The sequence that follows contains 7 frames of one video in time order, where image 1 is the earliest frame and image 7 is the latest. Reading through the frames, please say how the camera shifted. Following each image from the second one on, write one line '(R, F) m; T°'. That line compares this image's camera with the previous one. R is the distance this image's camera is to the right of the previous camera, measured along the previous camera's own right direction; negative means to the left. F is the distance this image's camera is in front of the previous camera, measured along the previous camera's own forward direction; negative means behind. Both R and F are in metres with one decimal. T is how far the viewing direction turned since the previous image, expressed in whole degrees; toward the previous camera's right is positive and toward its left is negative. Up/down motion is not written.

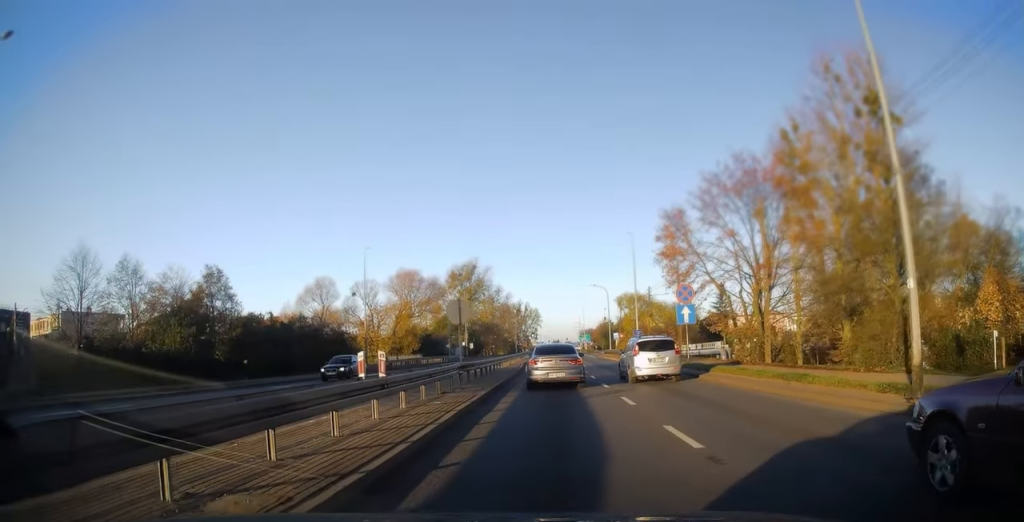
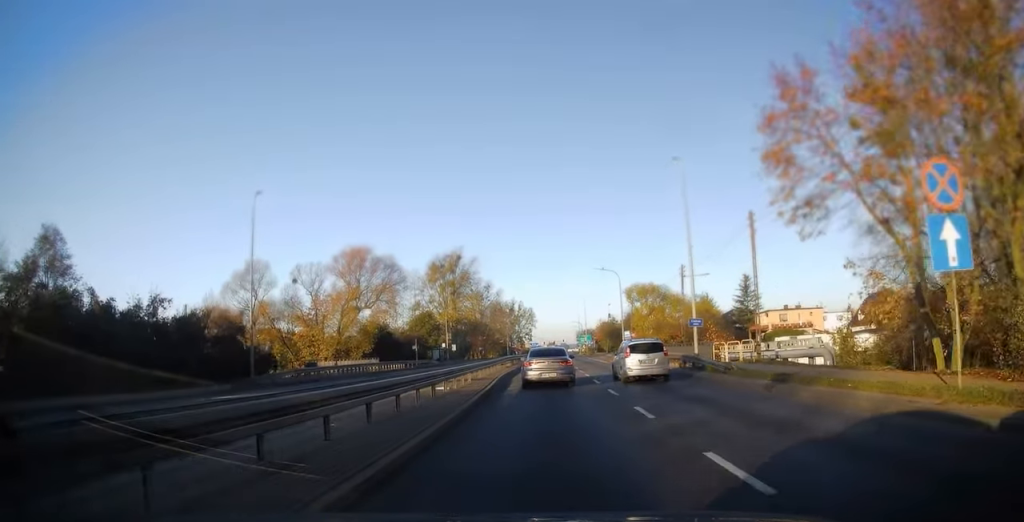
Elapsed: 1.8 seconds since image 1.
(+0.5, +19.6) m; +2°
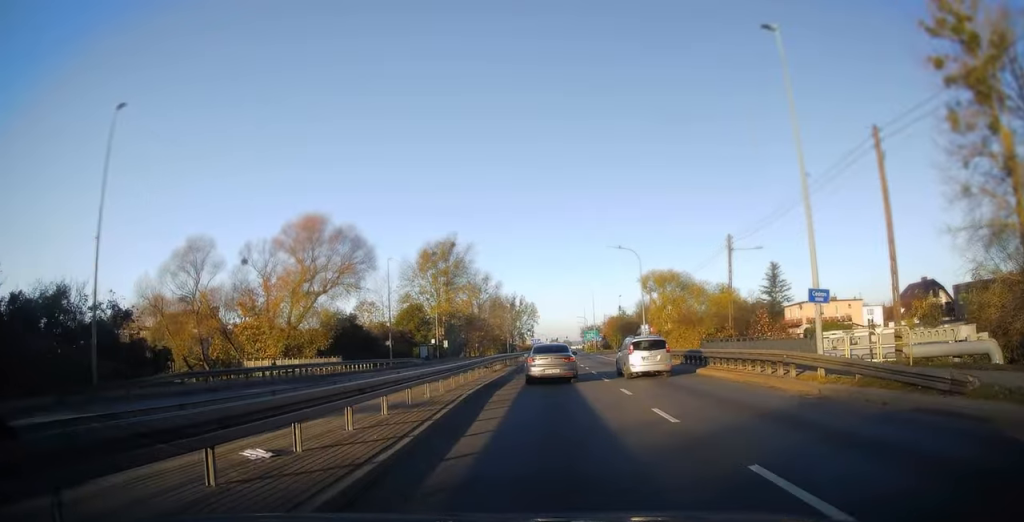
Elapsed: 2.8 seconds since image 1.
(+0.1, +12.6) m; 0°
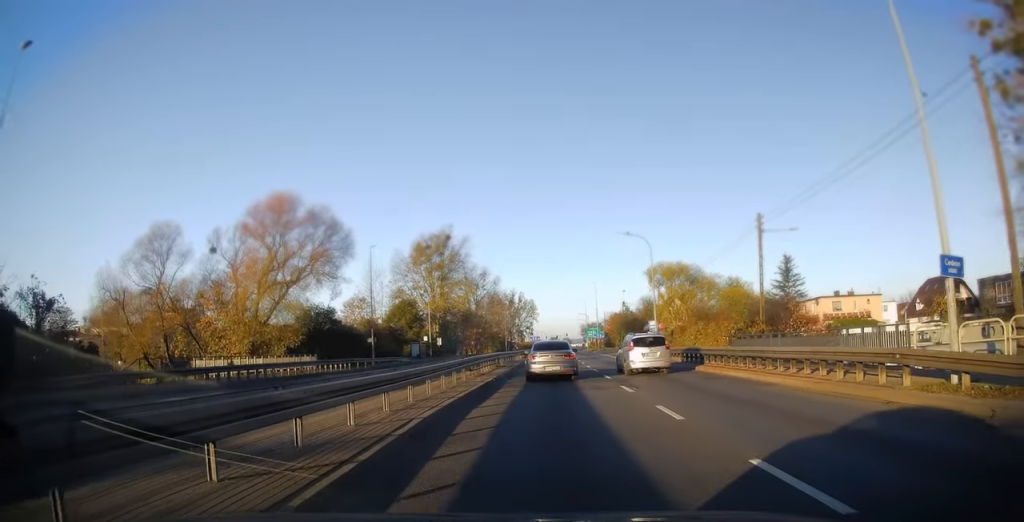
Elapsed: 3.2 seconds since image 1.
(+0.2, +5.7) m; 0°
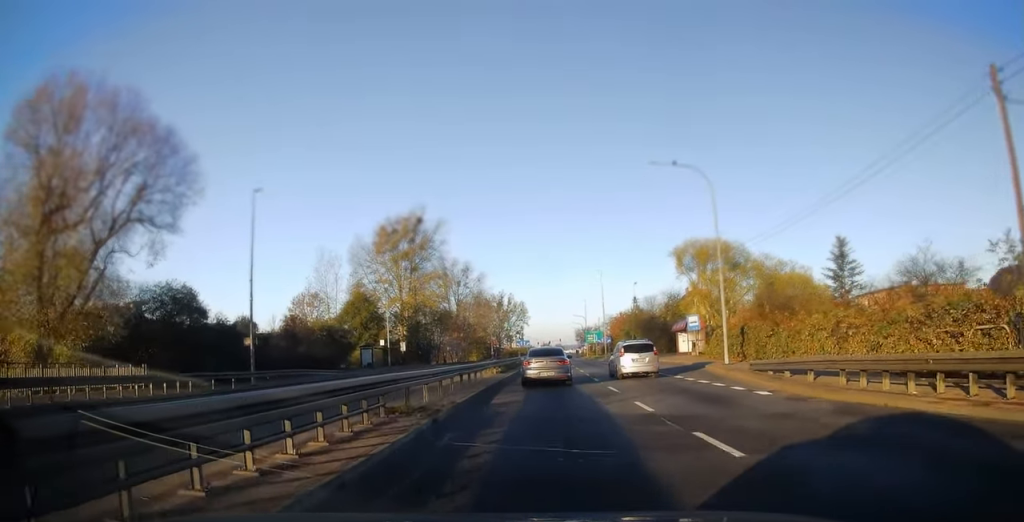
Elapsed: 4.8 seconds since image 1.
(-0.2, +21.4) m; +1°
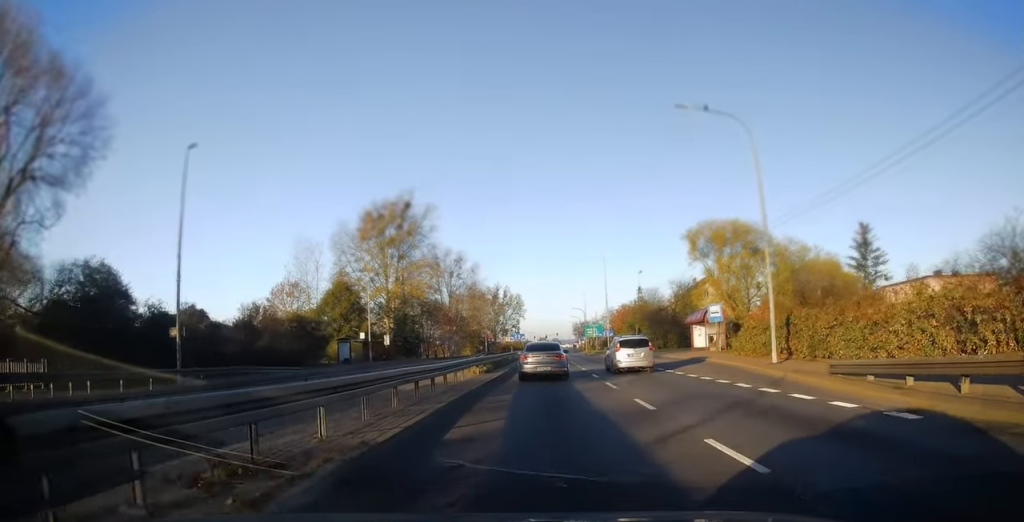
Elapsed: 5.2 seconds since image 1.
(+0.1, +6.8) m; +1°
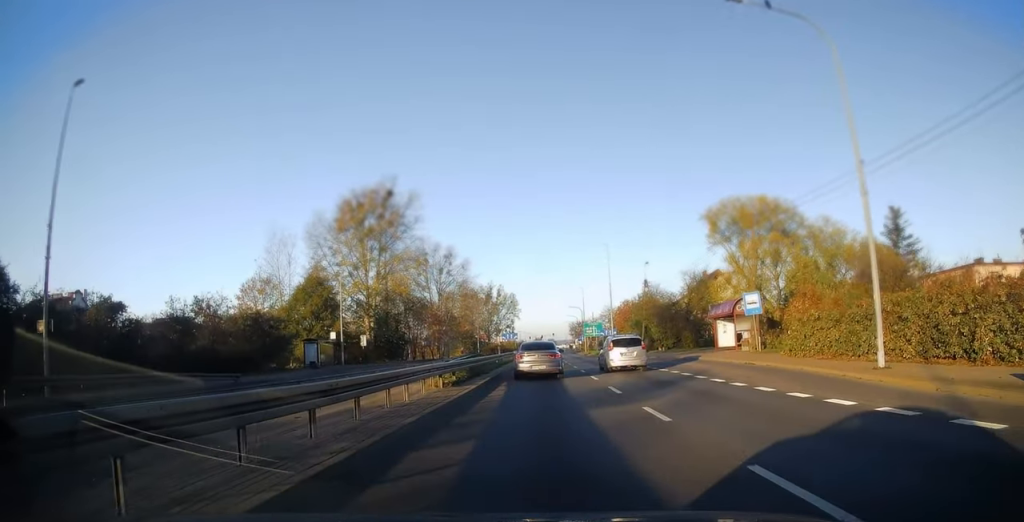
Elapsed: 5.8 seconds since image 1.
(-0.1, +8.1) m; 0°
